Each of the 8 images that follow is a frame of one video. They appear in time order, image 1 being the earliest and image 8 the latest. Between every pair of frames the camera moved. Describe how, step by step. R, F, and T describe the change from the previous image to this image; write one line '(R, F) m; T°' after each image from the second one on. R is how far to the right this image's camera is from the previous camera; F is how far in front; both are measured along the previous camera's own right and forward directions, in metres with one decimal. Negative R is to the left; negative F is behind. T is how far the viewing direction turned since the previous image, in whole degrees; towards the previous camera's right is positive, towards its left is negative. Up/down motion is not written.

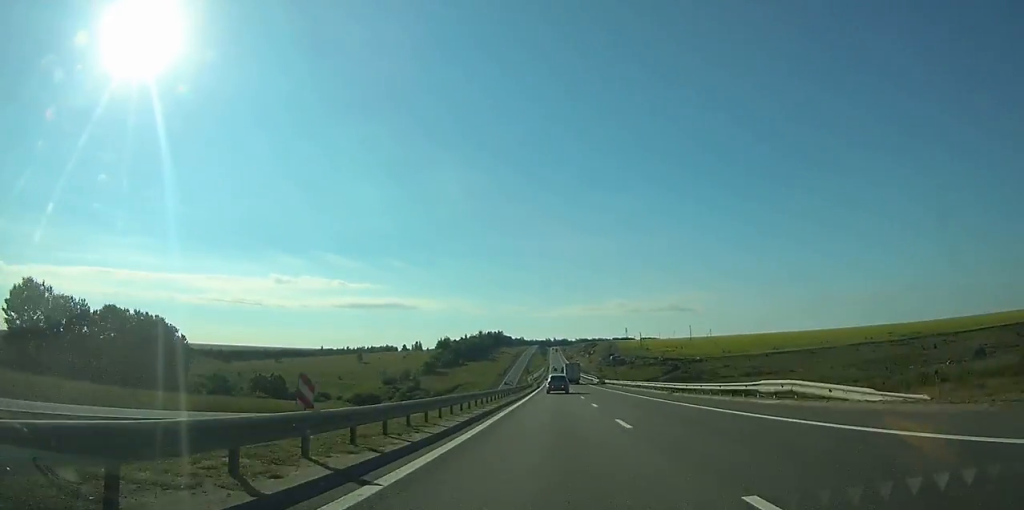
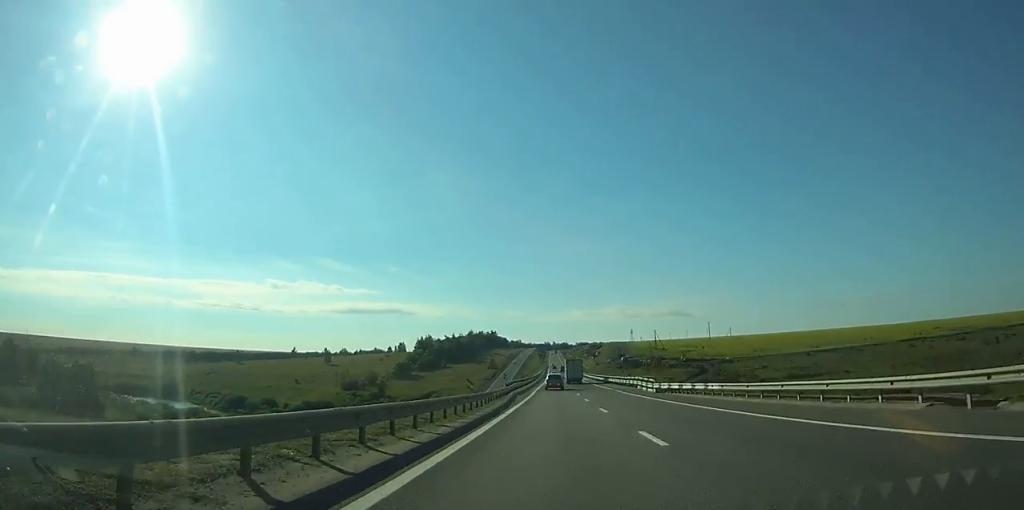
(0.0, +58.4) m; 0°
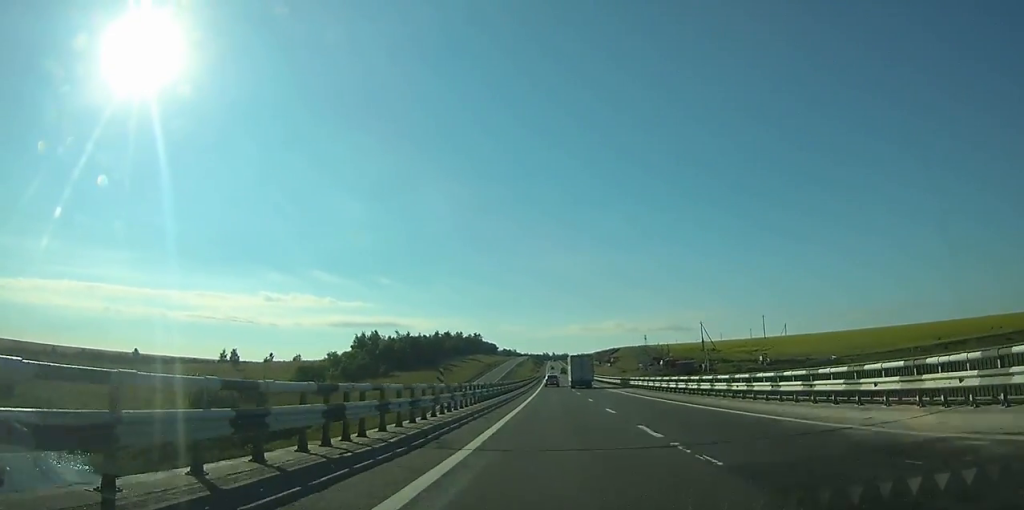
(-0.1, +107.4) m; 0°
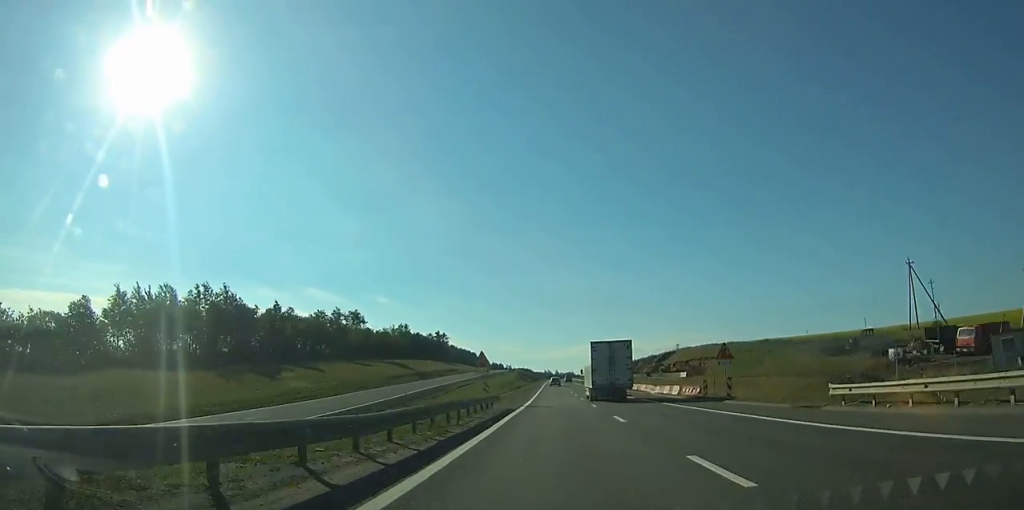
(-0.2, +151.0) m; 0°
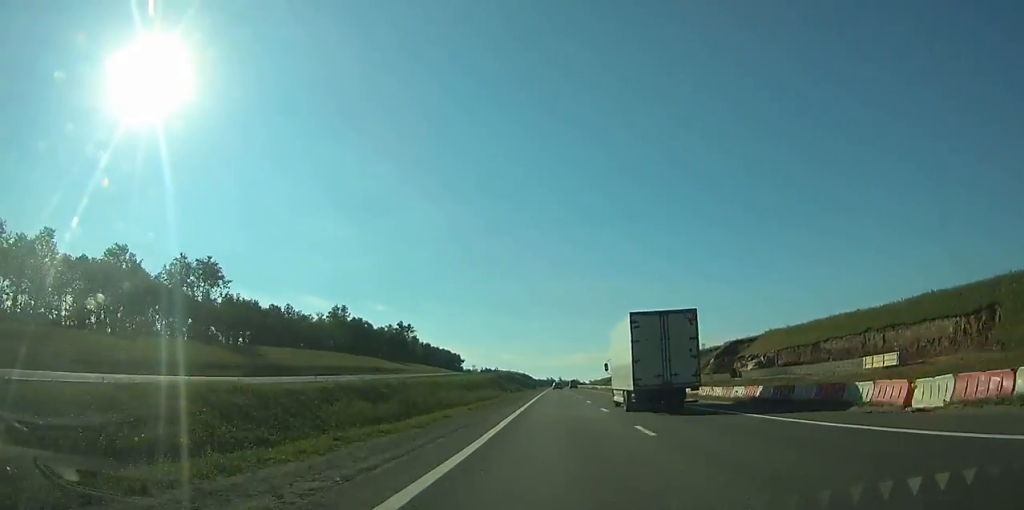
(-0.1, +76.3) m; 0°
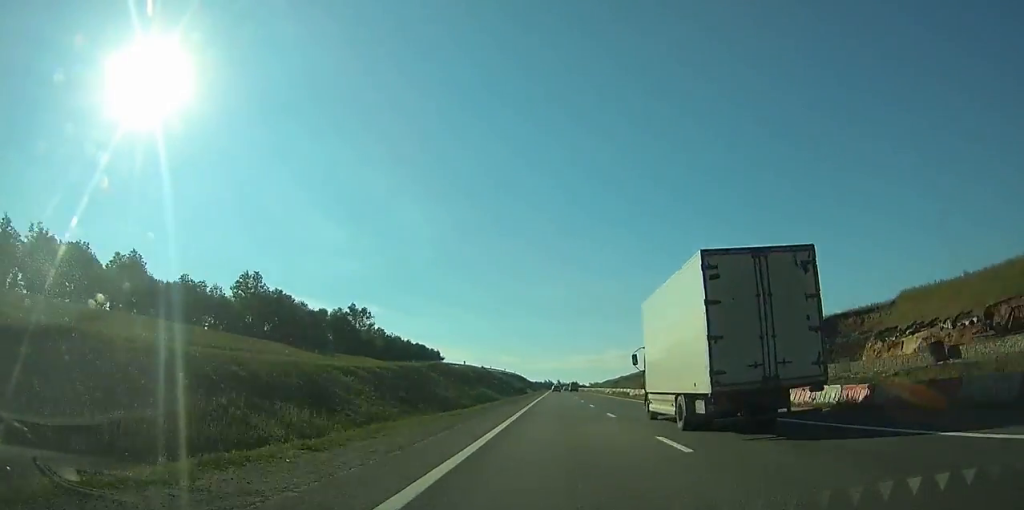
(0.0, +52.6) m; 0°
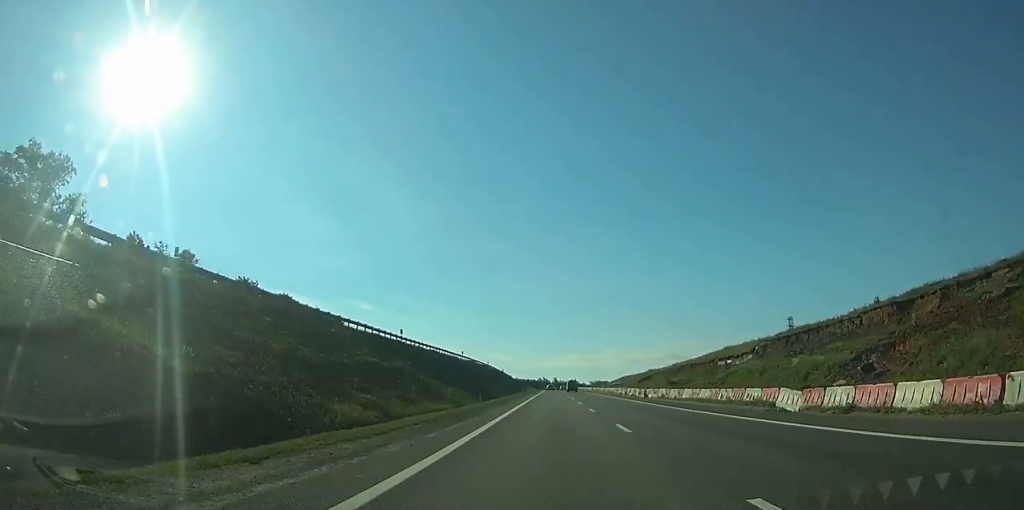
(+0.3, +119.5) m; 0°
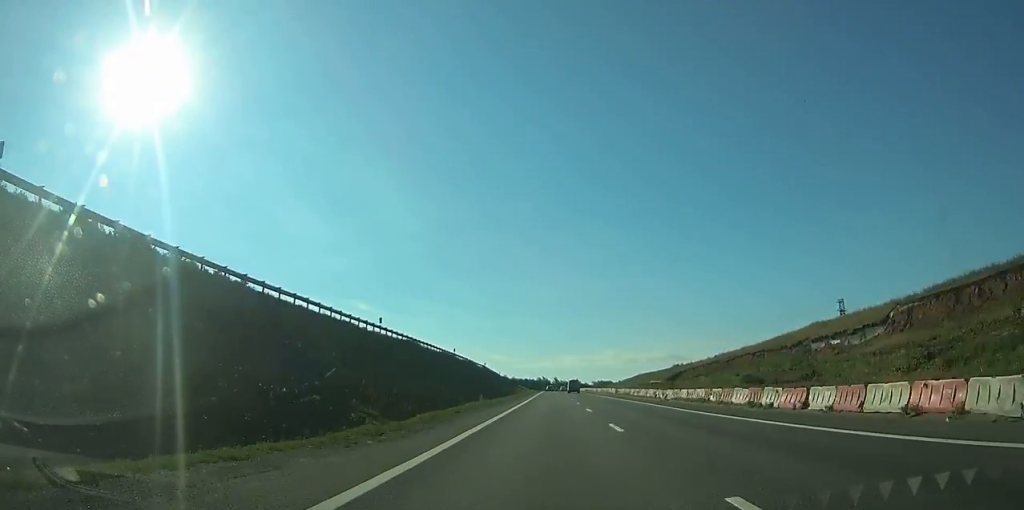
(+0.1, +47.0) m; 0°
